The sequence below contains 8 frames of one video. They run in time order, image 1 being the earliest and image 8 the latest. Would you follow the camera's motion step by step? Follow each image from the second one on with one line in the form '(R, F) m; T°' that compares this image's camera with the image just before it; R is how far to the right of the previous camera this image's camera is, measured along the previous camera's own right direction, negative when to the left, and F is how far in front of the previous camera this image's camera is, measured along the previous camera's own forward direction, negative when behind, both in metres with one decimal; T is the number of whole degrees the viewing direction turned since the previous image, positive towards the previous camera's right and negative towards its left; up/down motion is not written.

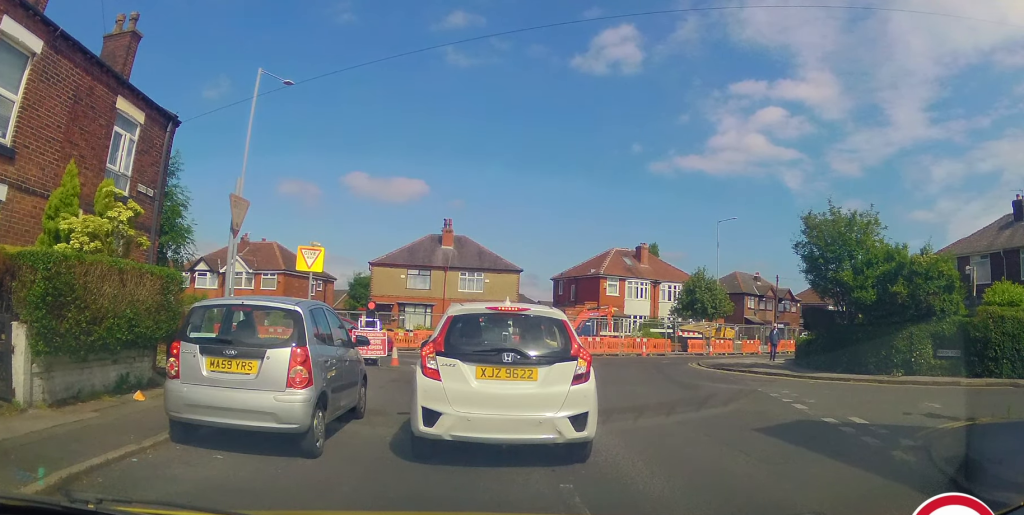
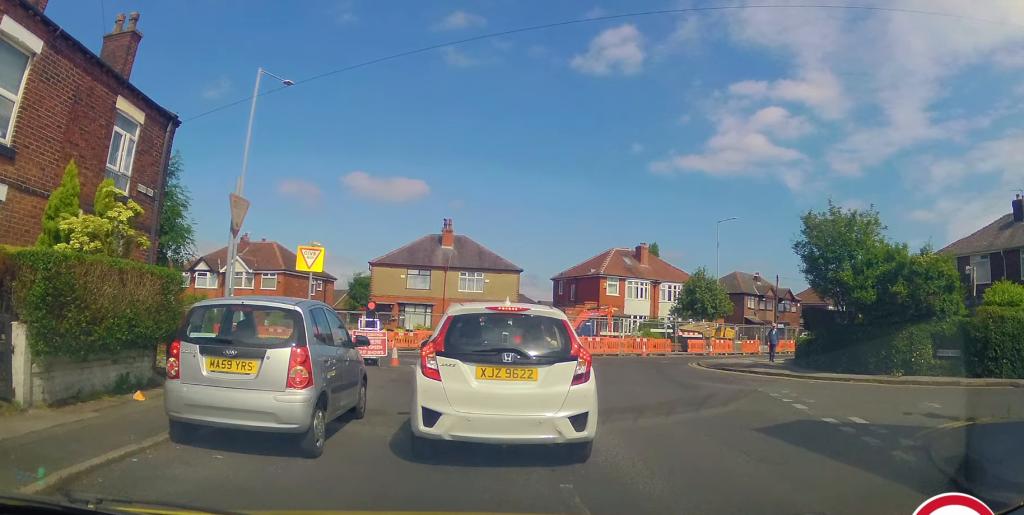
(0.0, 0.0) m; 0°
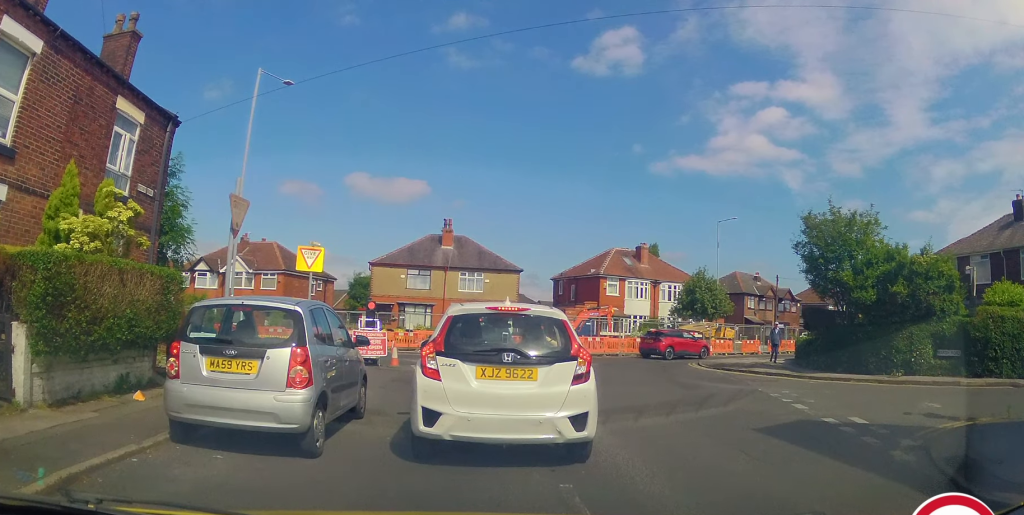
(0.0, 0.0) m; 0°
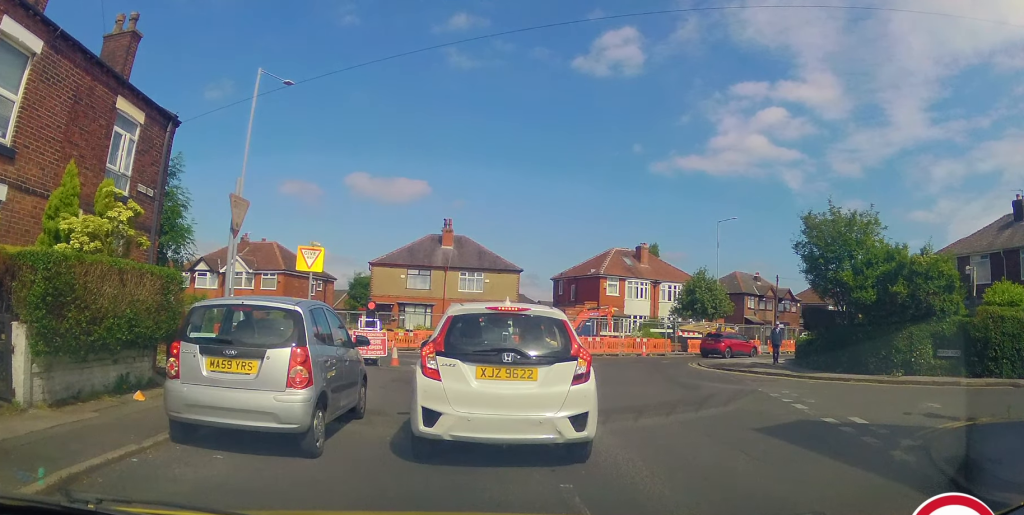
(0.0, 0.0) m; 0°
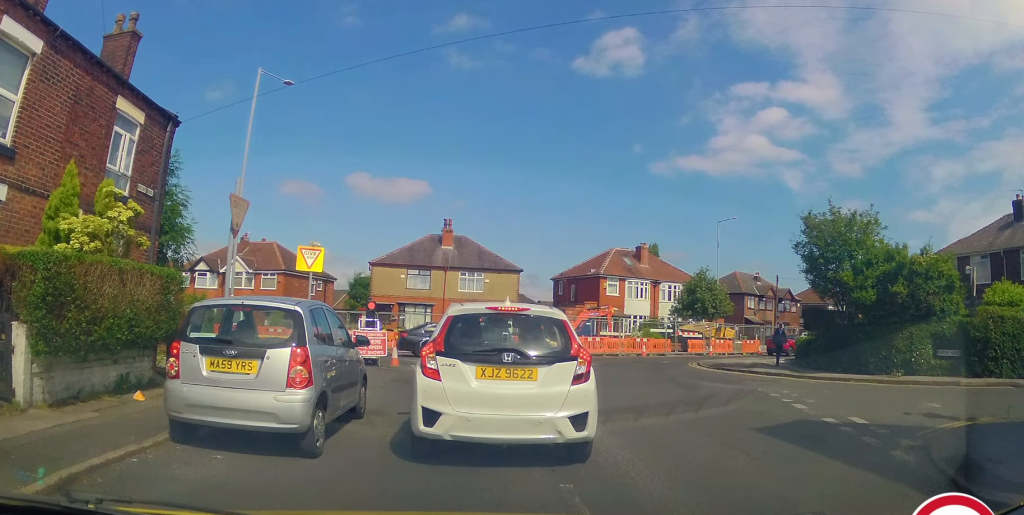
(0.0, 0.0) m; 0°
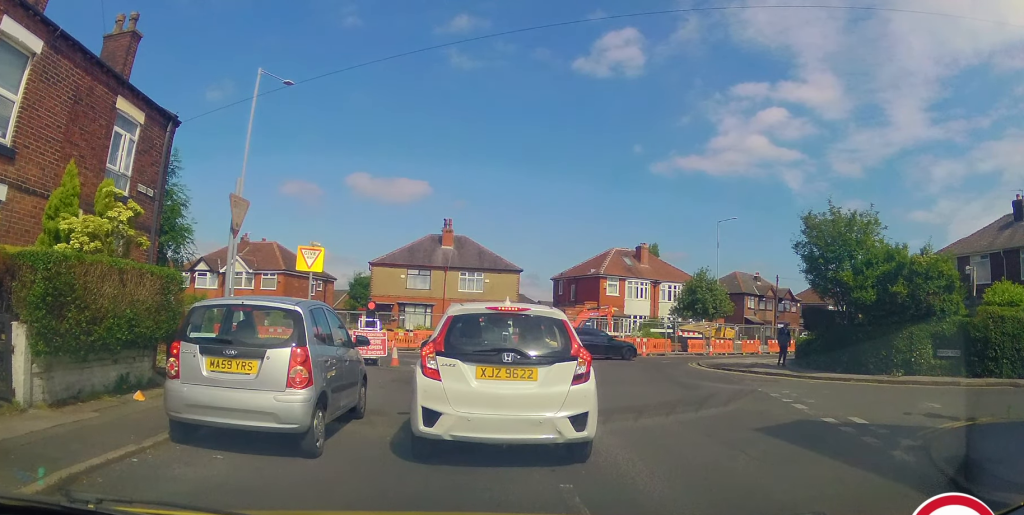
(0.0, 0.0) m; 0°
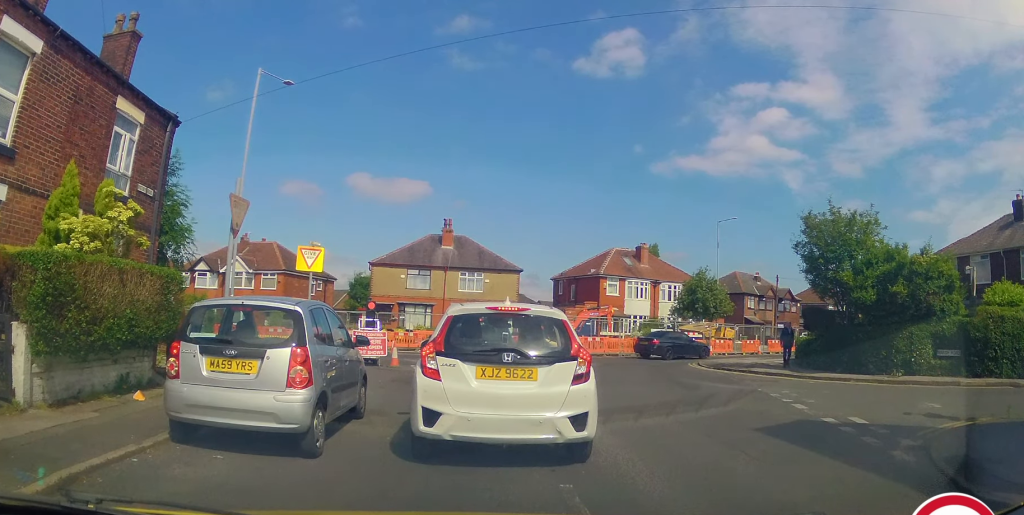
(0.0, 0.0) m; 0°
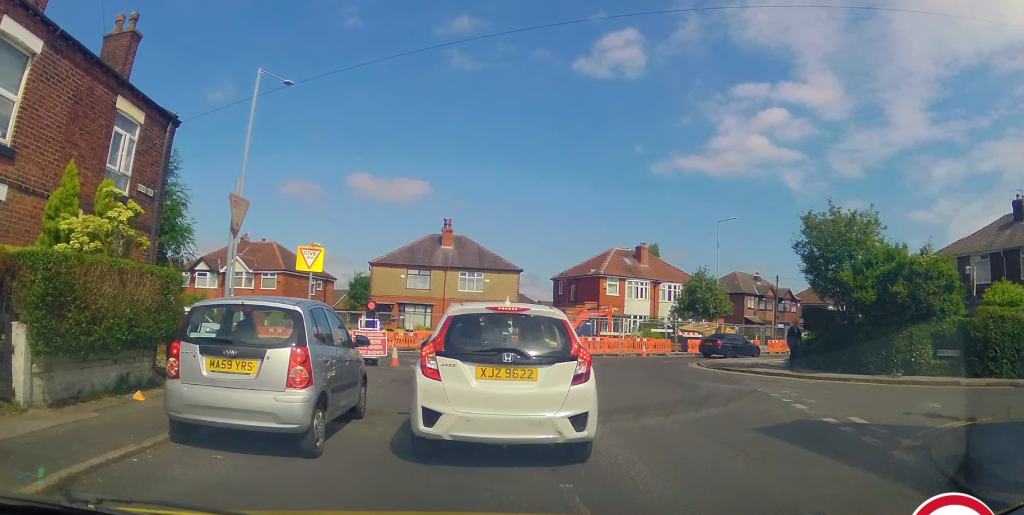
(0.0, 0.0) m; 0°
